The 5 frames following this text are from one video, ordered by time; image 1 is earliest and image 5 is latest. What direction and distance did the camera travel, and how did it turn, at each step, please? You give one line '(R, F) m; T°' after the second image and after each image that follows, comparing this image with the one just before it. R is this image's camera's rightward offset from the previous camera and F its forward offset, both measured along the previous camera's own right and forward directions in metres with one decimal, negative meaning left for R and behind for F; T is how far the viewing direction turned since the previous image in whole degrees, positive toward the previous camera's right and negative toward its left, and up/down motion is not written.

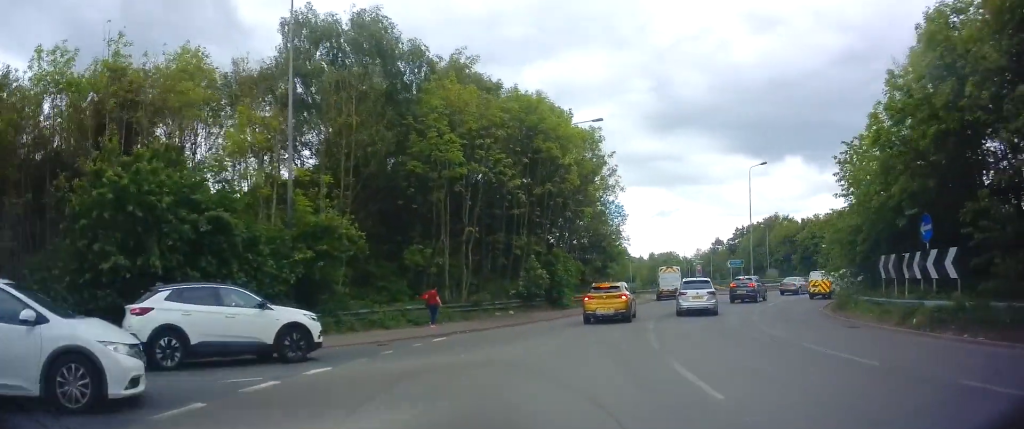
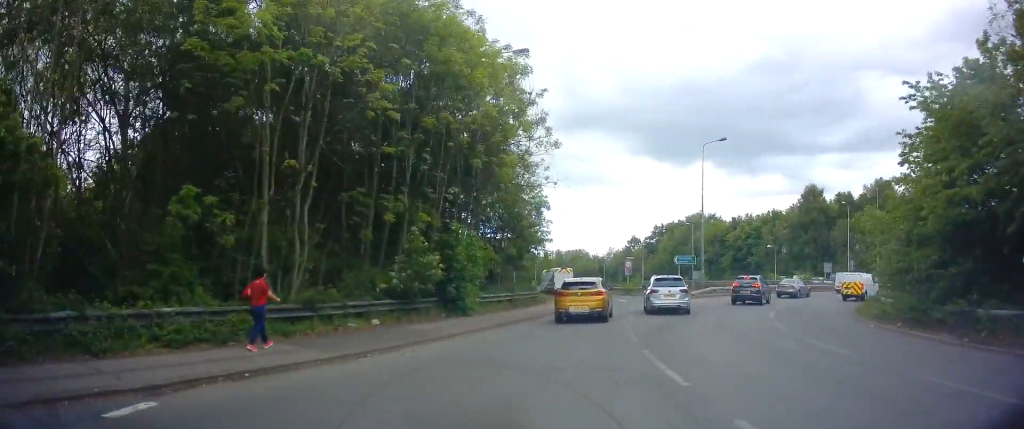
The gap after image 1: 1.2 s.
(+0.5, +10.9) m; +6°
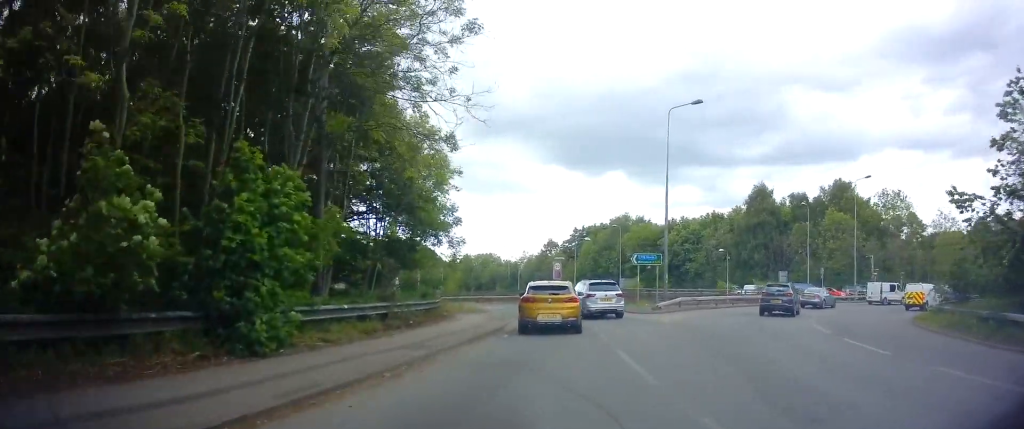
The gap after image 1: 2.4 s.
(+0.8, +11.3) m; +11°
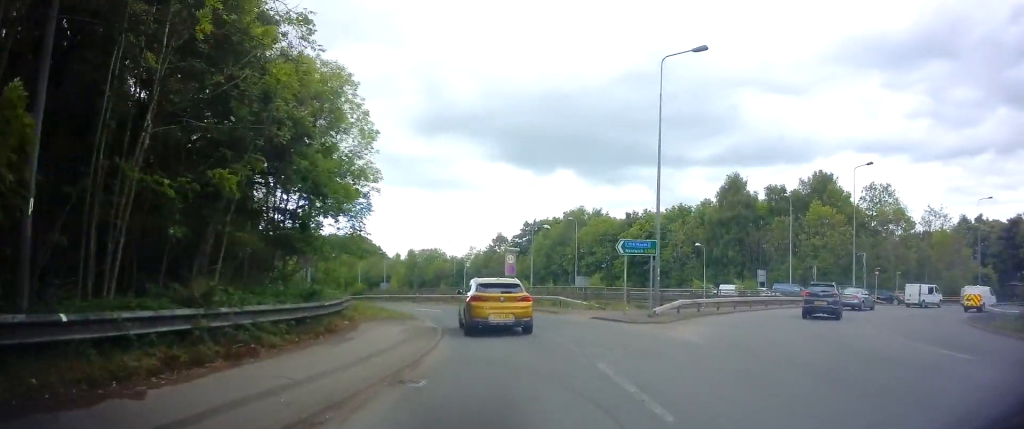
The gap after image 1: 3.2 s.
(+0.7, +7.9) m; +6°
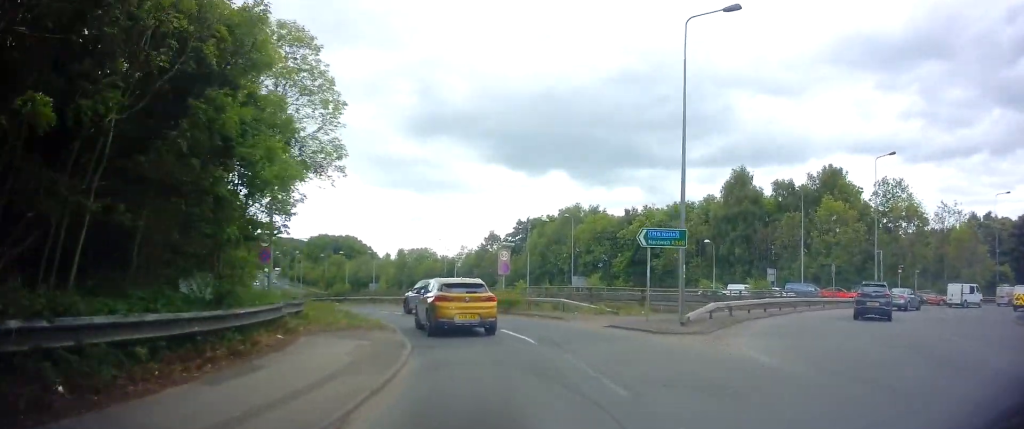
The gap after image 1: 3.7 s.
(+0.1, +4.4) m; +2°
